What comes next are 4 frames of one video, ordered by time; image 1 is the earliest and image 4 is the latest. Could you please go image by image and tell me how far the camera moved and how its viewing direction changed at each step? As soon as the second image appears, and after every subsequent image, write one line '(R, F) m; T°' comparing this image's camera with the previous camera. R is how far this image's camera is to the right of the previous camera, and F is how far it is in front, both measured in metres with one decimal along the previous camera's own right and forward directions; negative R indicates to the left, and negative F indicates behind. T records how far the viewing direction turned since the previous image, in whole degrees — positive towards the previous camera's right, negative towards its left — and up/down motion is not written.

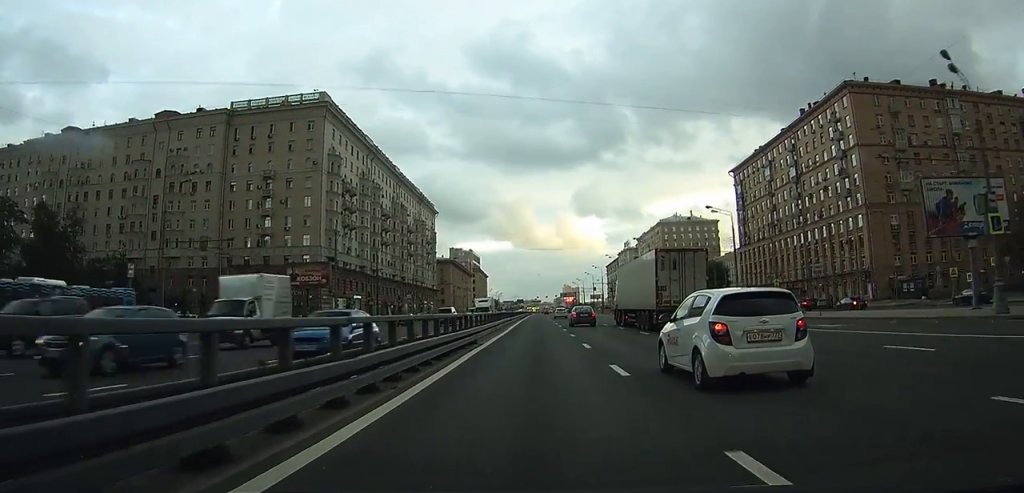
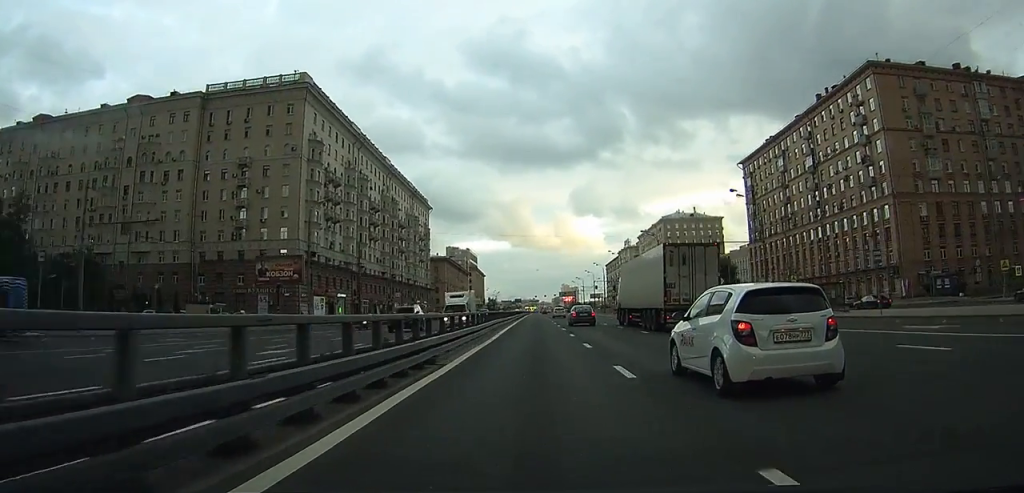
(0.0, +8.8) m; 0°
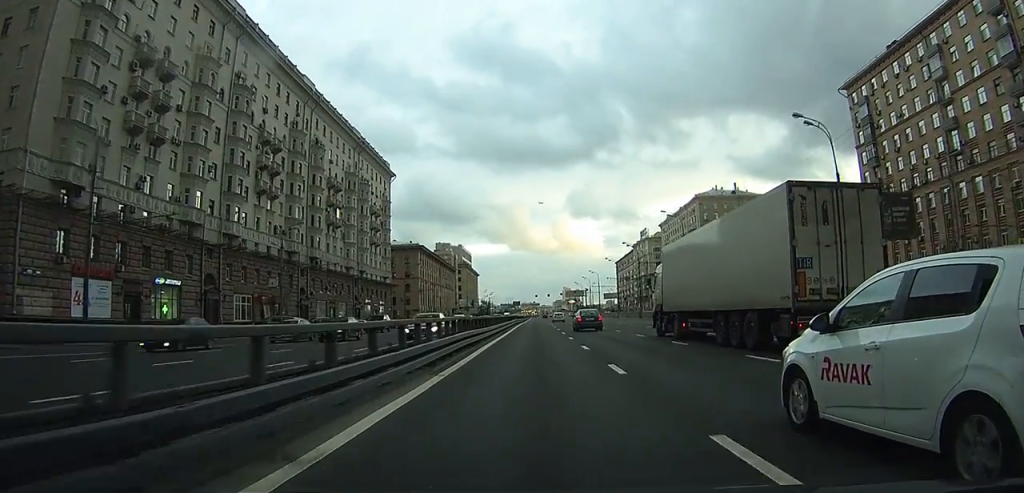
(+0.1, +55.1) m; 0°
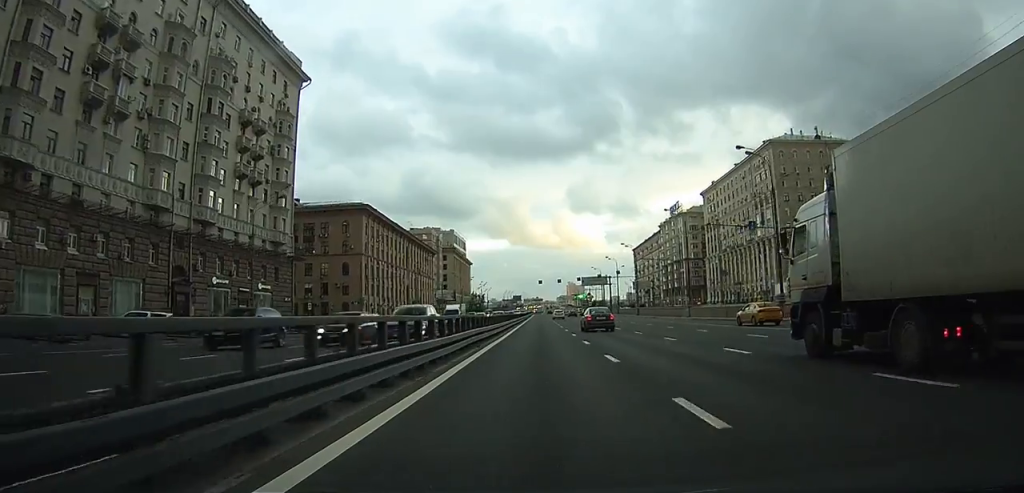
(+0.2, +60.8) m; -1°
